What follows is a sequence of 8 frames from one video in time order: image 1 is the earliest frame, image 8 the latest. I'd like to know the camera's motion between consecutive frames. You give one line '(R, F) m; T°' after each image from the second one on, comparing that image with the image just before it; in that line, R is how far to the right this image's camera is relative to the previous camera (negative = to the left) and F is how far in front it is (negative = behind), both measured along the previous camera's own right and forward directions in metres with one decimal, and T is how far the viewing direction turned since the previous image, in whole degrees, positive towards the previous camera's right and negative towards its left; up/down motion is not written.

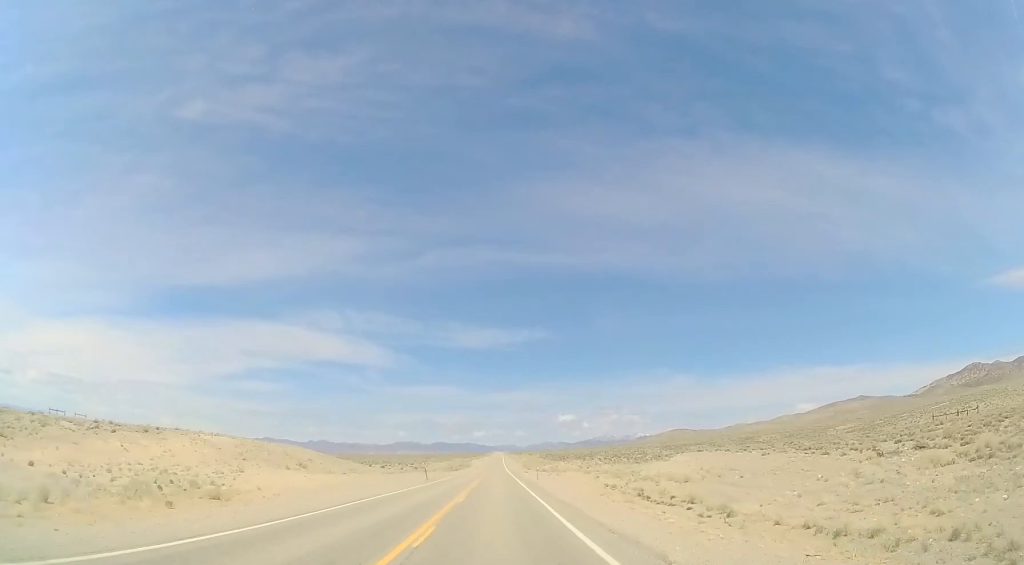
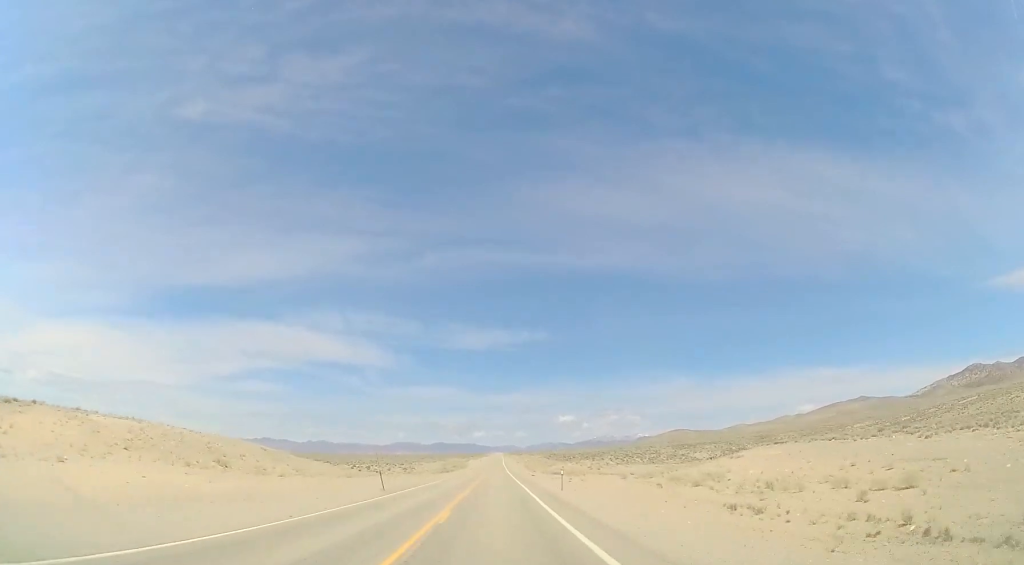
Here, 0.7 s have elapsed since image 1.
(+0.1, +20.0) m; 0°
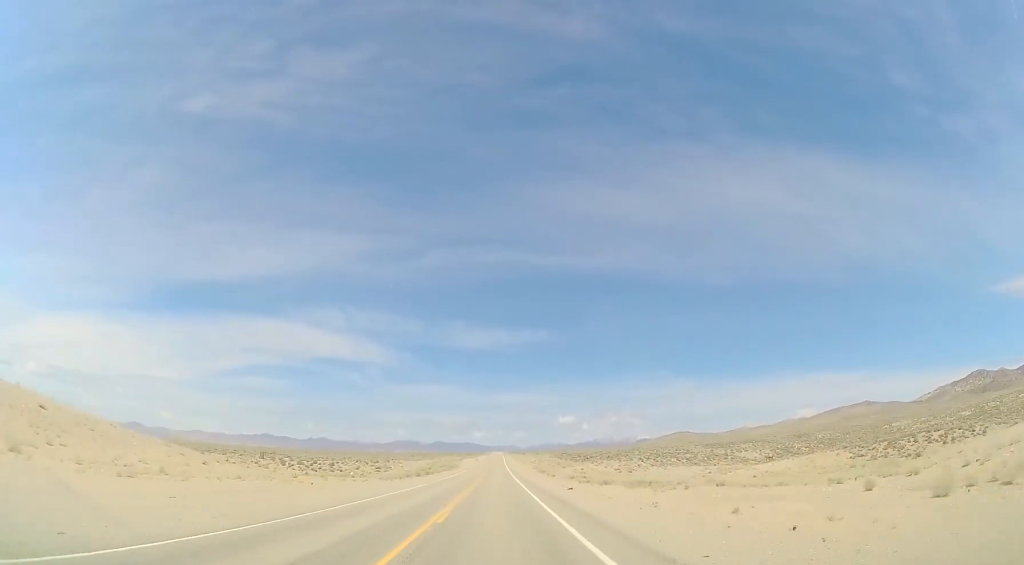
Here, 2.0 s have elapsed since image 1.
(-0.1, +36.4) m; 0°
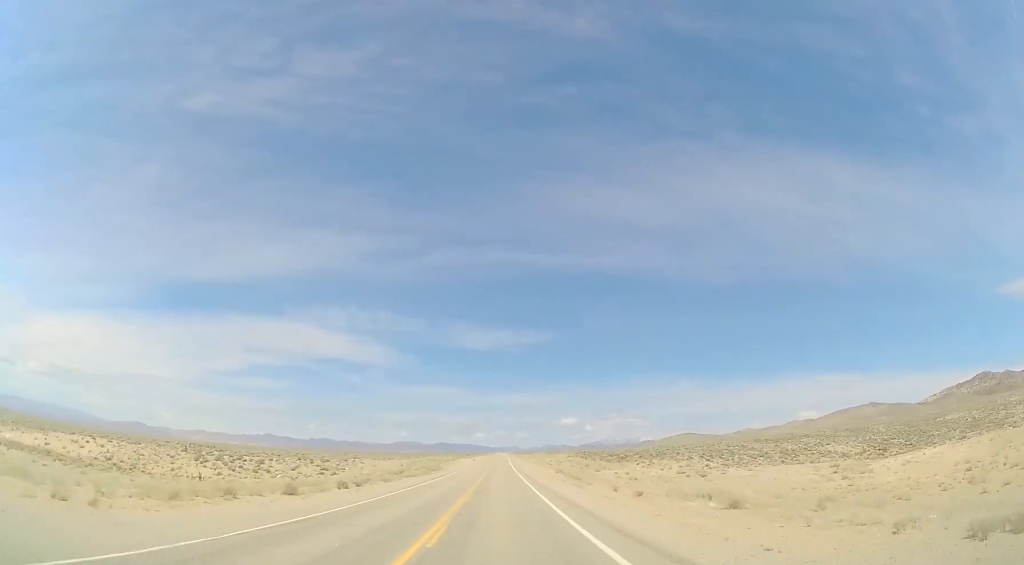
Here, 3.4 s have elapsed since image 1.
(-0.1, +40.4) m; 0°
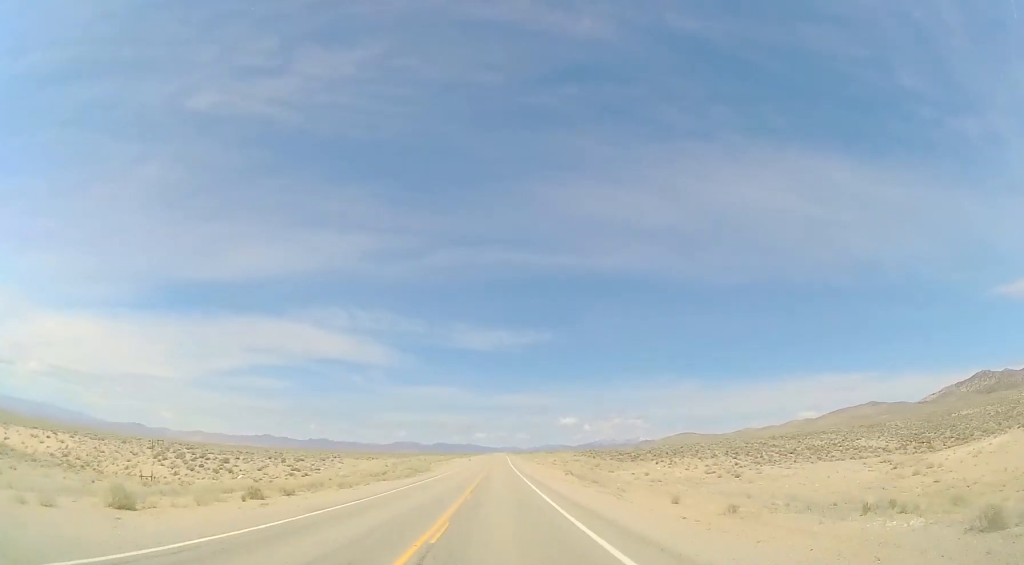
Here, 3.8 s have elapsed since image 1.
(+0.1, +11.6) m; 0°
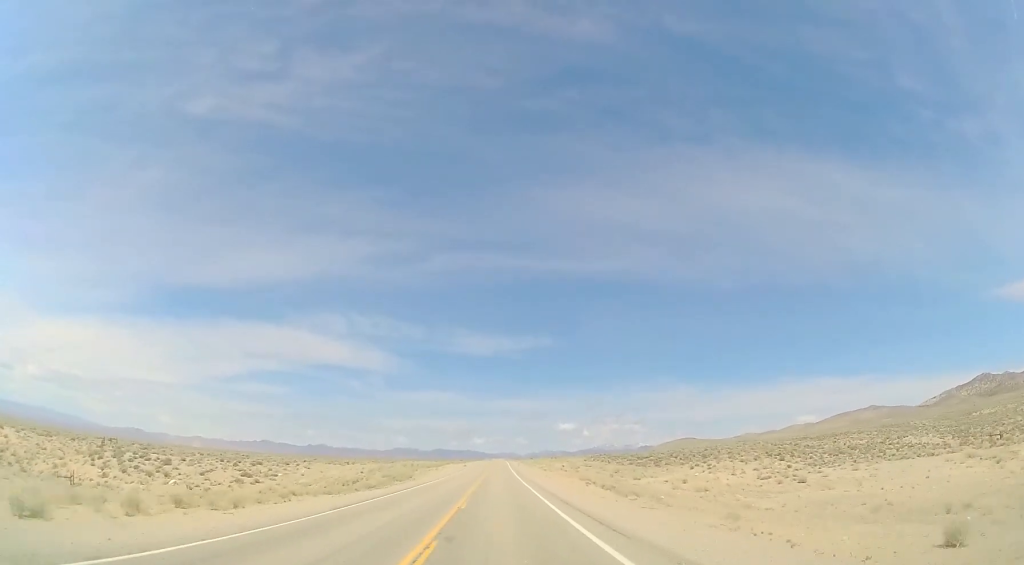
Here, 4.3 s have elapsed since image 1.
(-0.3, +14.8) m; 0°
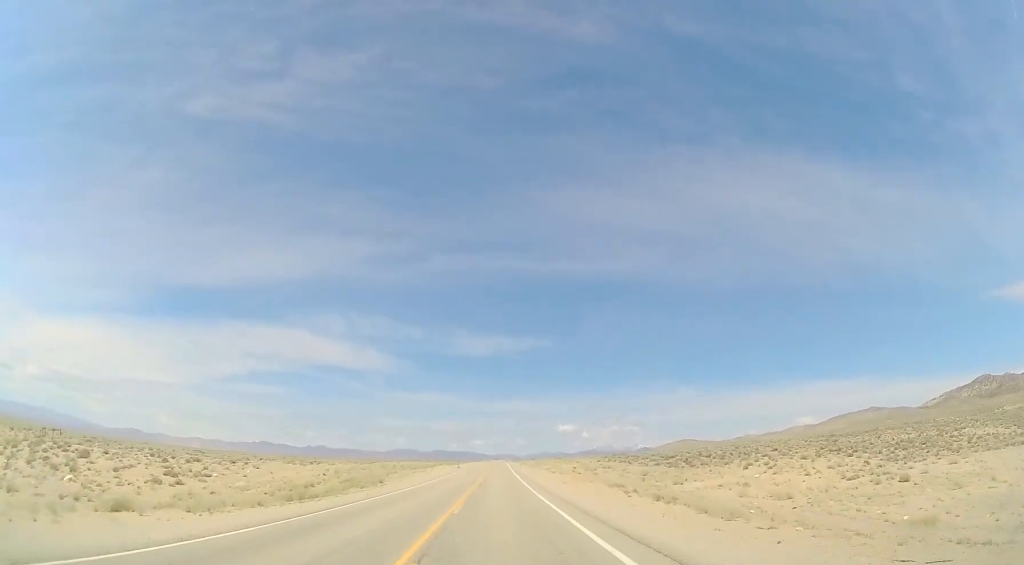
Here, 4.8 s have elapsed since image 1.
(-0.3, +14.9) m; 0°
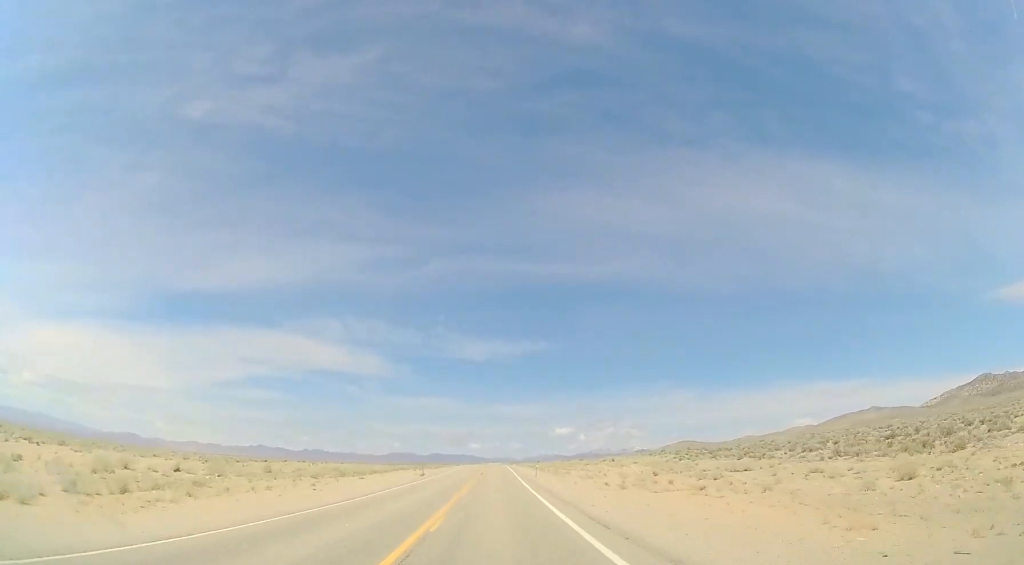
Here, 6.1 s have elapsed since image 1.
(+0.7, +41.8) m; 0°
